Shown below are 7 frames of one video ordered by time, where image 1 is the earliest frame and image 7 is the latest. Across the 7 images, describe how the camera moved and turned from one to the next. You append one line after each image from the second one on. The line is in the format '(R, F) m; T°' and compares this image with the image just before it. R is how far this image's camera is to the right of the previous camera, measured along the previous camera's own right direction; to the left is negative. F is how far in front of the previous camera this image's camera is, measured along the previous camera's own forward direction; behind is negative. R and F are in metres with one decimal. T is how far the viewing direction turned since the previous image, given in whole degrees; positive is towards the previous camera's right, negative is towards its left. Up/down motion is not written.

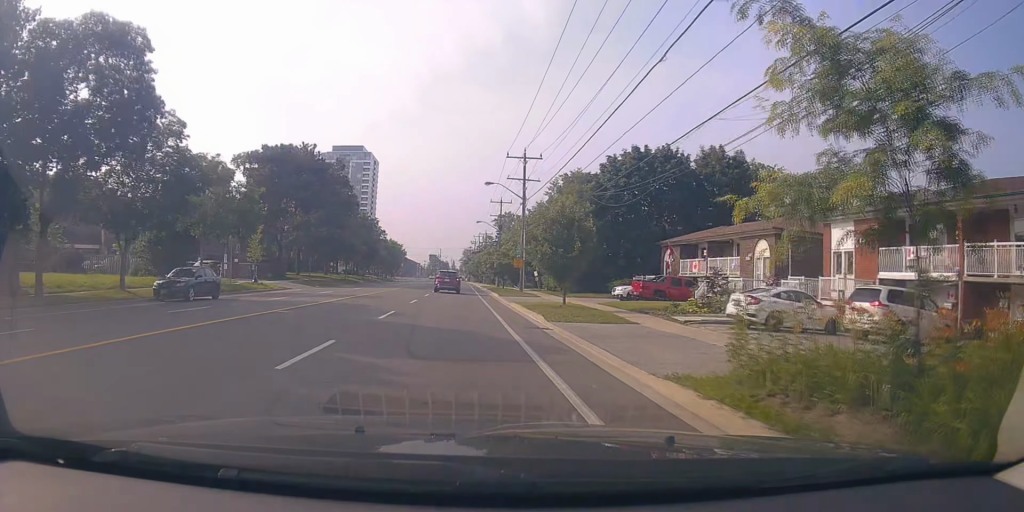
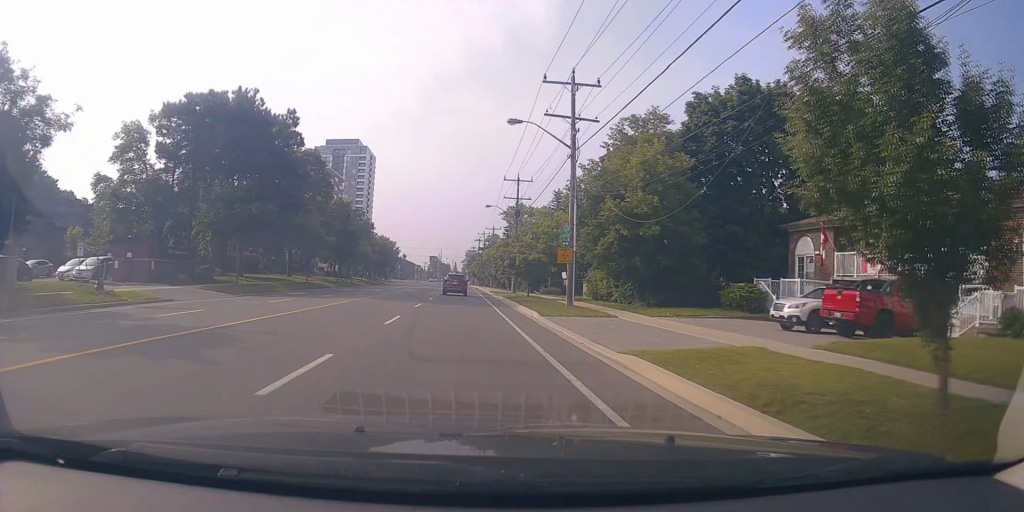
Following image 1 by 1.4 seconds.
(+0.3, +19.4) m; -1°
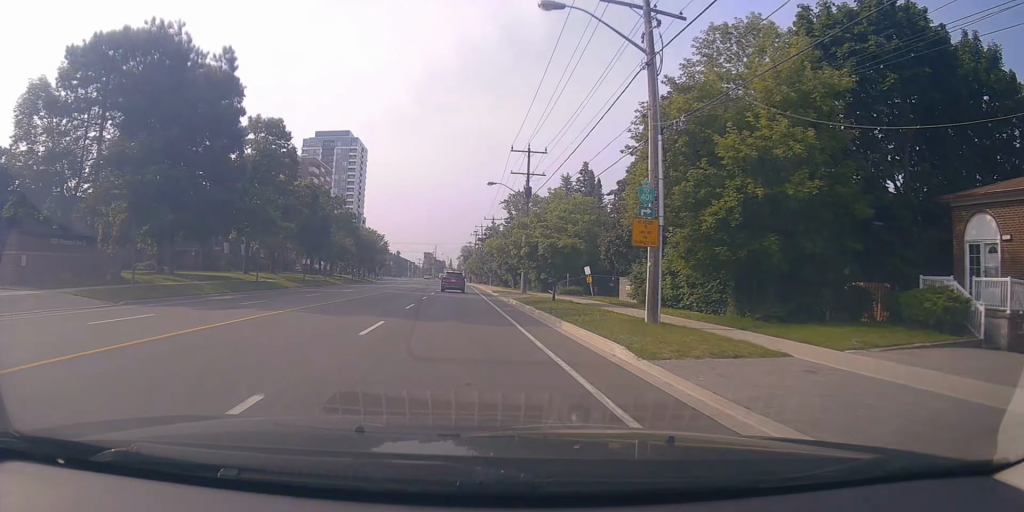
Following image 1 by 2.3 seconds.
(-0.4, +12.3) m; +1°
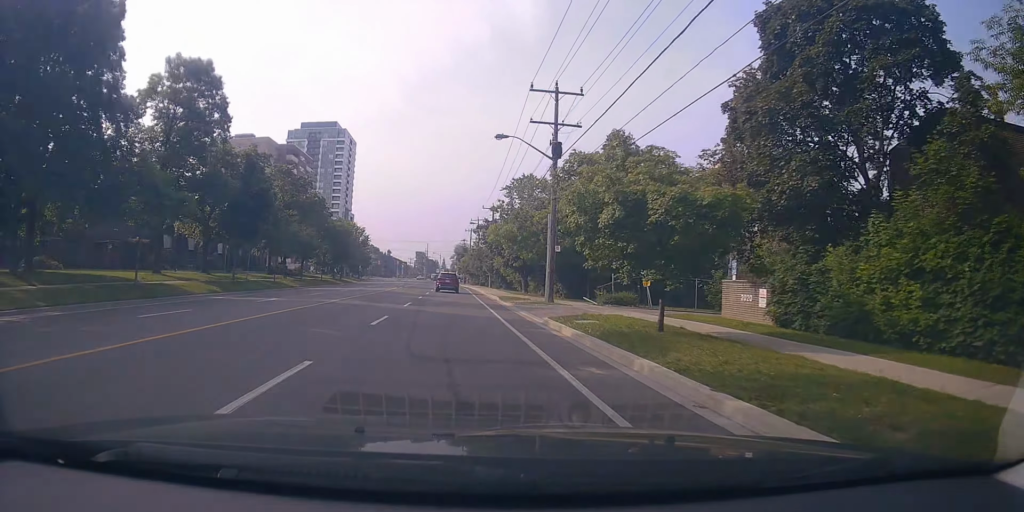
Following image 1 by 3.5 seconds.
(+0.8, +15.9) m; +3°
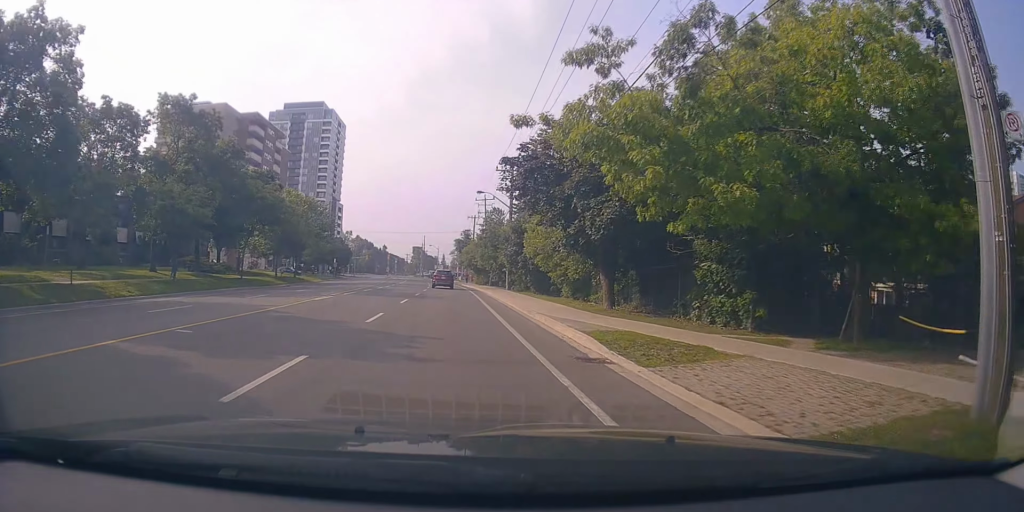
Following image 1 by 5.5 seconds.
(-1.0, +26.8) m; -2°
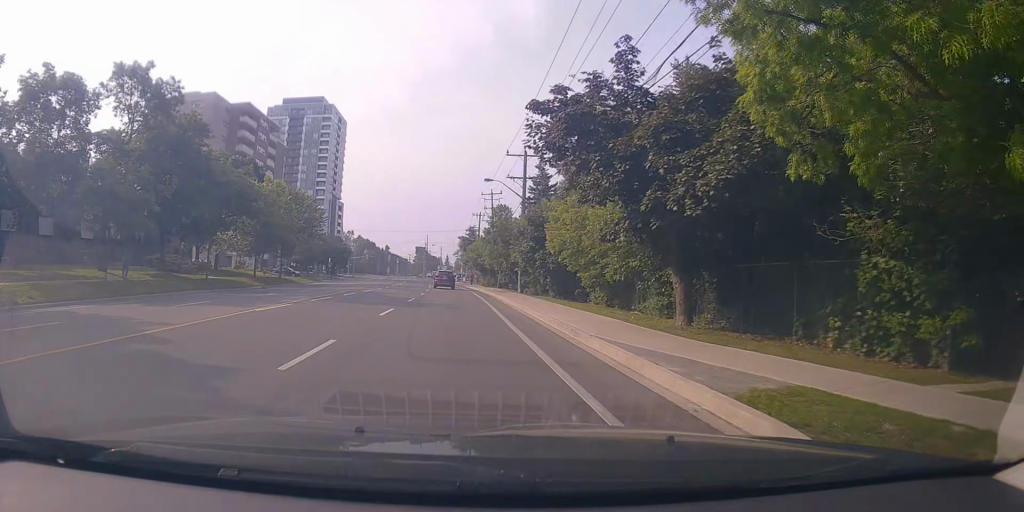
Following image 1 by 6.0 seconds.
(+0.1, +7.1) m; -1°
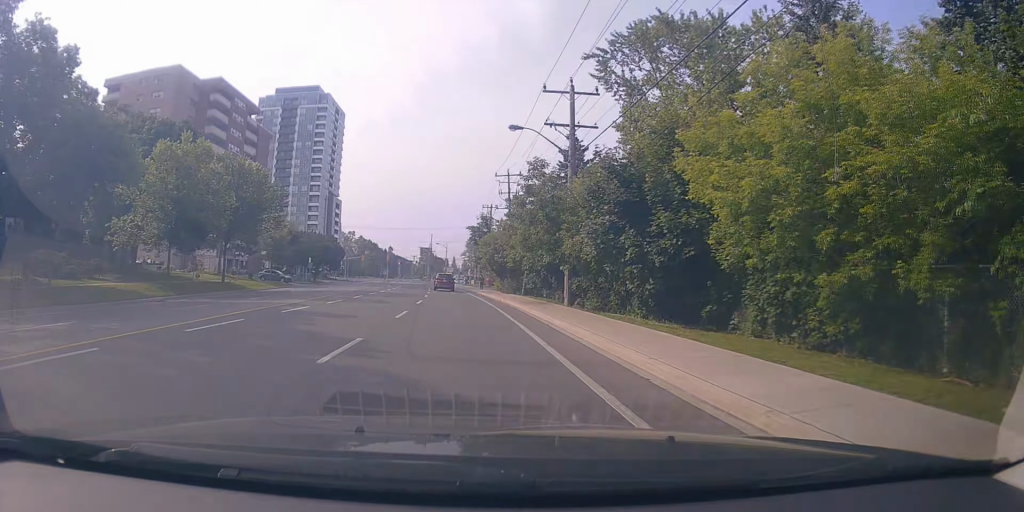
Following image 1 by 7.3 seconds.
(-0.4, +16.7) m; -1°
